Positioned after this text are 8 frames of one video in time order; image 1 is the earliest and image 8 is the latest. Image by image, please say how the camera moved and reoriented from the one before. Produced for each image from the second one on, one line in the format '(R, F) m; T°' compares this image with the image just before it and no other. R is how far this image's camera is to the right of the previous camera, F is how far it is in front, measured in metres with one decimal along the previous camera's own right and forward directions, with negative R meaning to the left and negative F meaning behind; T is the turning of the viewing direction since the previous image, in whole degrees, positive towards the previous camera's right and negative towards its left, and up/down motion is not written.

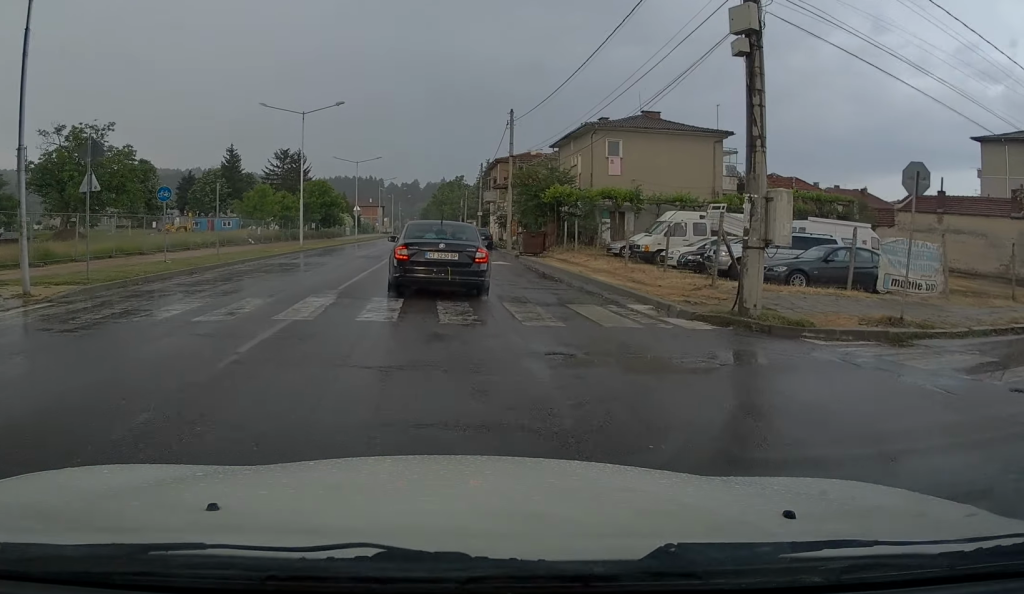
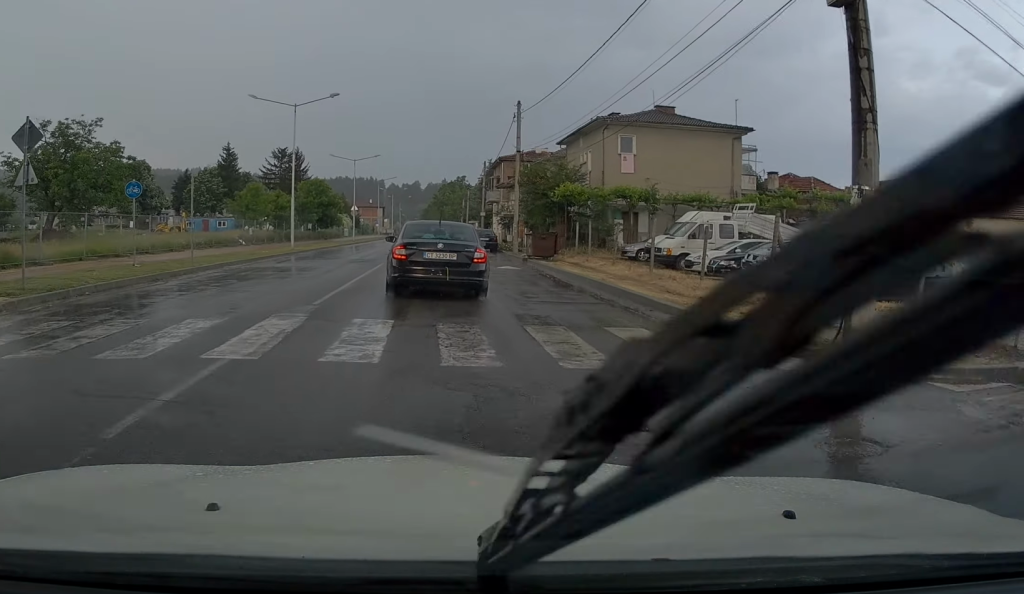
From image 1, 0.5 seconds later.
(+0.1, +3.0) m; -2°
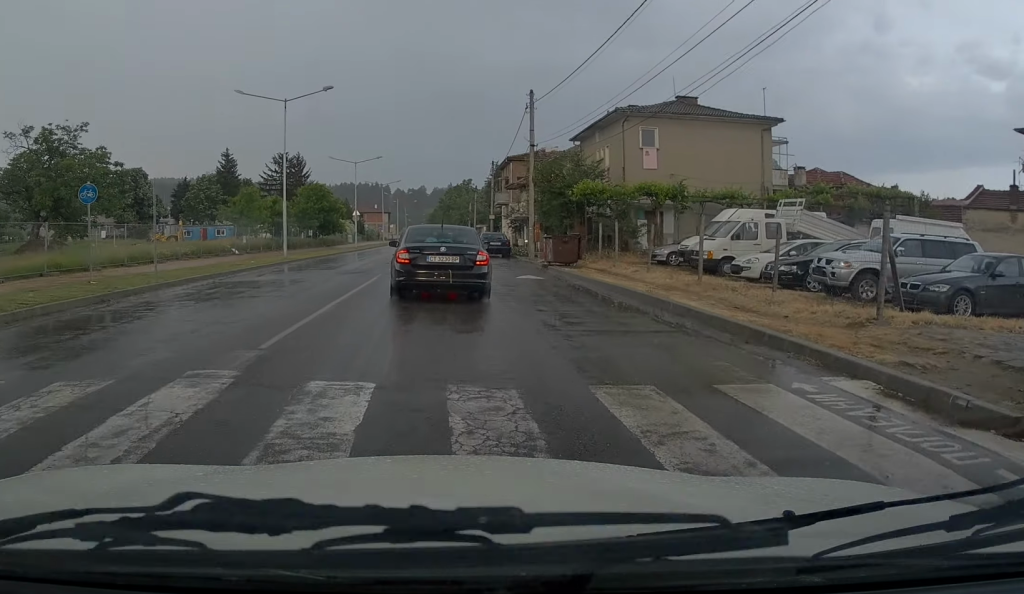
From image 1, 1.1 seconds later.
(-0.3, +3.7) m; 0°
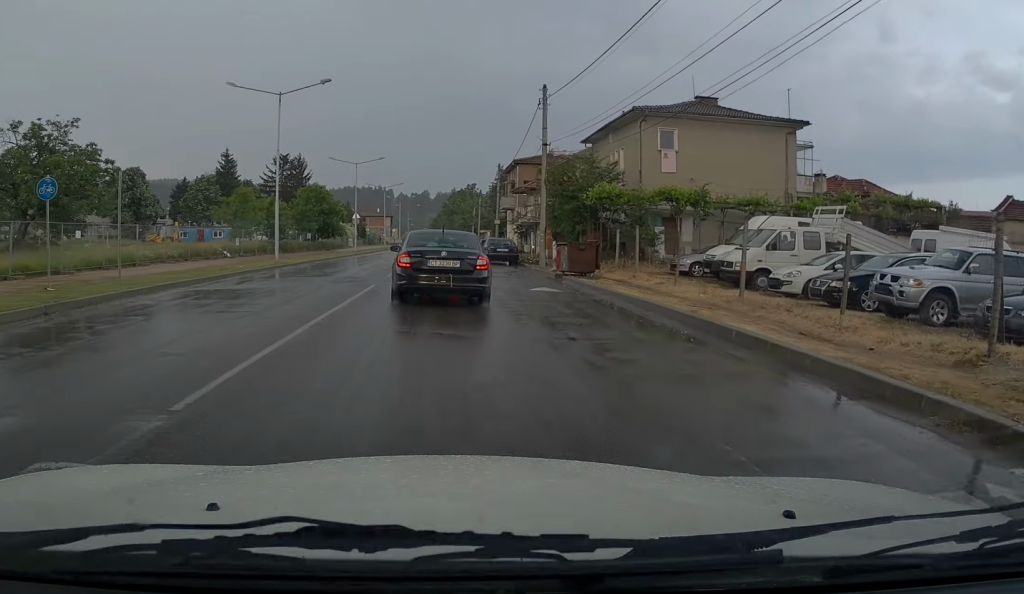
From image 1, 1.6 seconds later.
(-0.1, +2.6) m; 0°
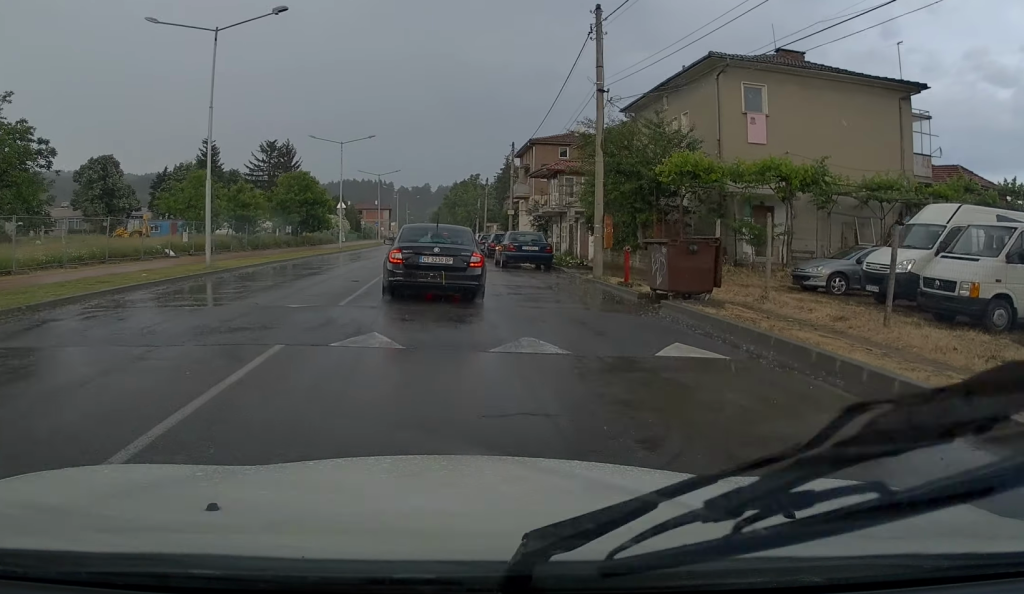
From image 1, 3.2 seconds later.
(+0.6, +10.4) m; +3°
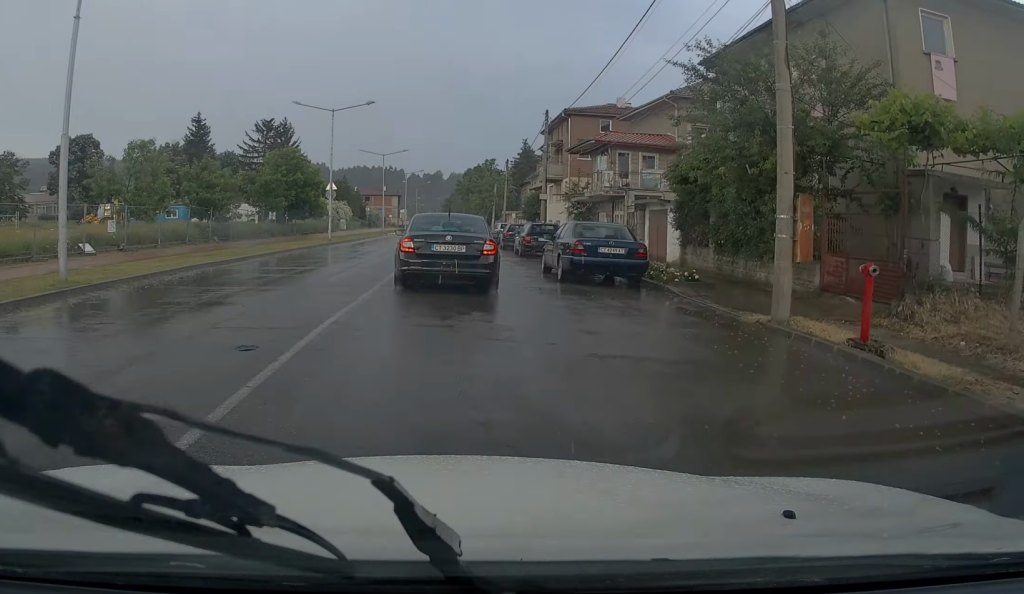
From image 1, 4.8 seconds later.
(0.0, +10.5) m; -1°
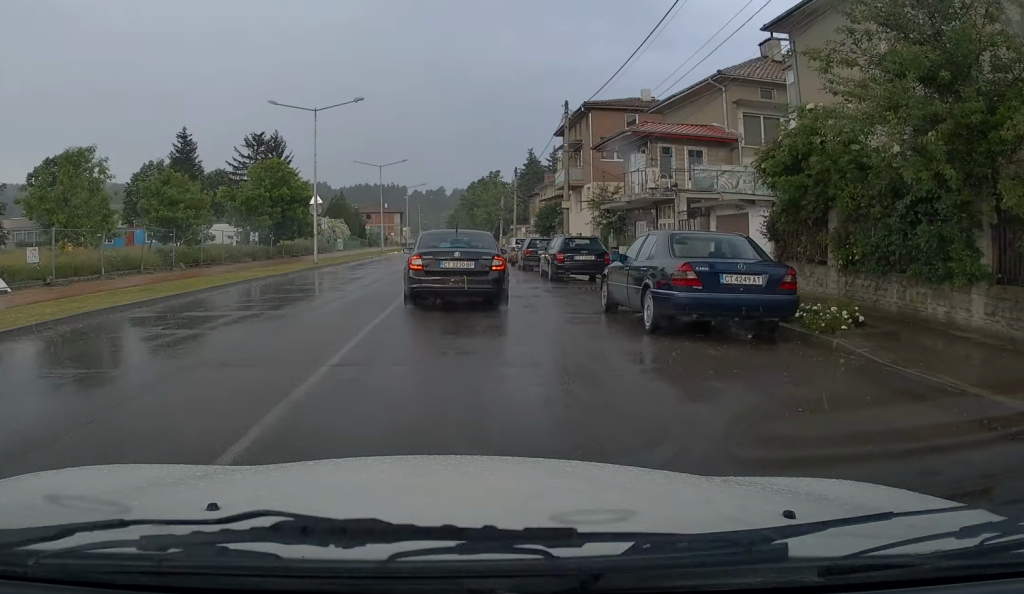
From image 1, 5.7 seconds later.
(-0.1, +6.4) m; -3°
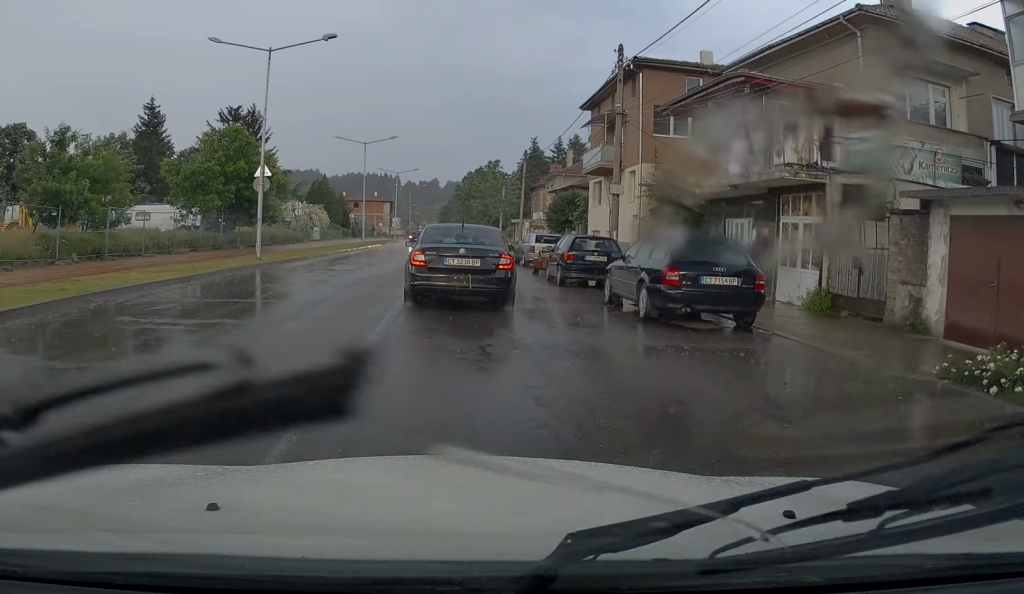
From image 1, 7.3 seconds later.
(-0.1, +10.3) m; +2°
